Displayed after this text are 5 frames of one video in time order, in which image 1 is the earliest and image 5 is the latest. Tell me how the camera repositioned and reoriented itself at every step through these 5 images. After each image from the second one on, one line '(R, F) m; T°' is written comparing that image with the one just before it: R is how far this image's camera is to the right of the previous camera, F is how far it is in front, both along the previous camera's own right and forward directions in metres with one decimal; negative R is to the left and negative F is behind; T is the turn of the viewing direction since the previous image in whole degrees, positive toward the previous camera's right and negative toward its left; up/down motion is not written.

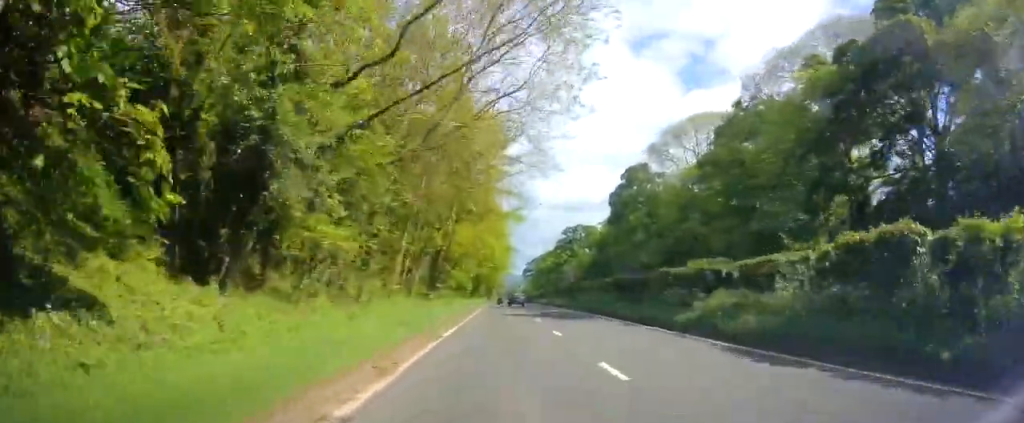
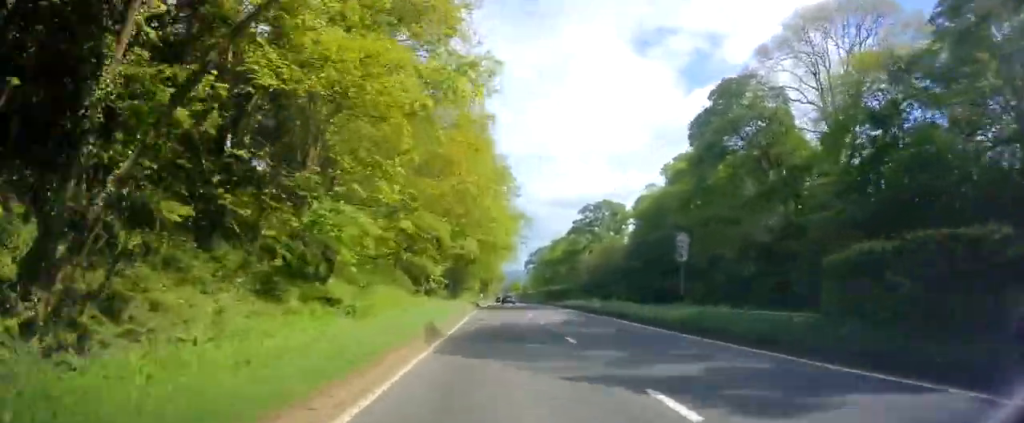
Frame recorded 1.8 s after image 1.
(+0.1, +37.0) m; +1°
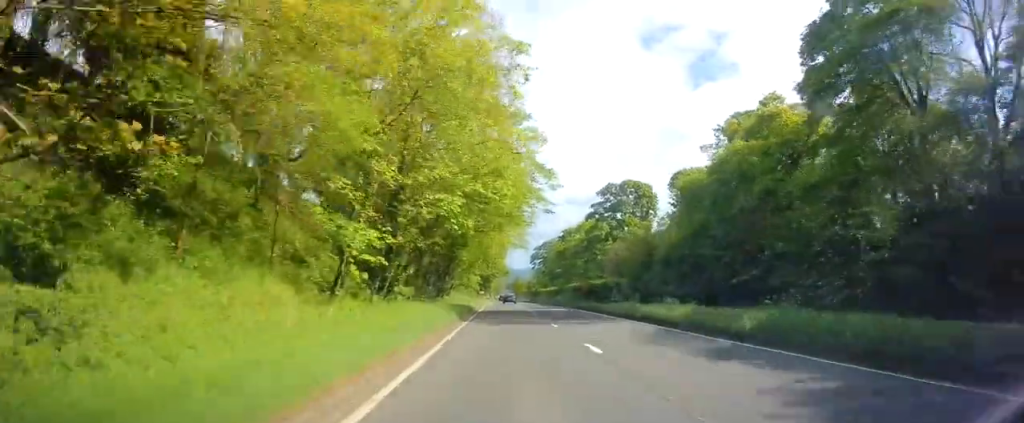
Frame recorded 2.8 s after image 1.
(+0.1, +19.5) m; +1°
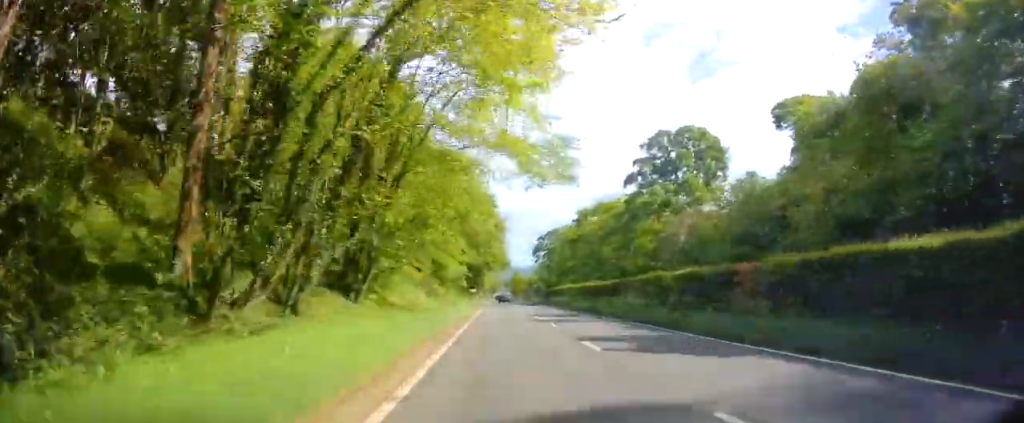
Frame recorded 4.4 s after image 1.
(+0.1, +32.7) m; -1°
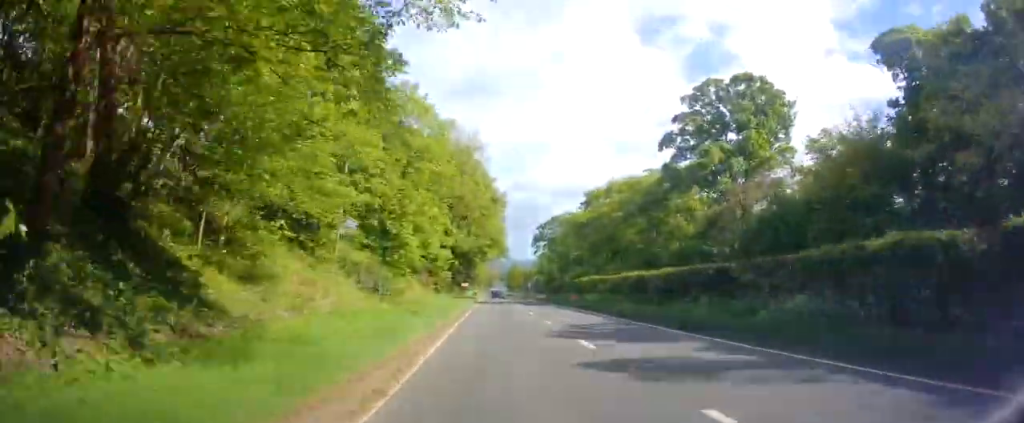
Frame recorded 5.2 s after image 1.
(-0.2, +16.9) m; +1°
